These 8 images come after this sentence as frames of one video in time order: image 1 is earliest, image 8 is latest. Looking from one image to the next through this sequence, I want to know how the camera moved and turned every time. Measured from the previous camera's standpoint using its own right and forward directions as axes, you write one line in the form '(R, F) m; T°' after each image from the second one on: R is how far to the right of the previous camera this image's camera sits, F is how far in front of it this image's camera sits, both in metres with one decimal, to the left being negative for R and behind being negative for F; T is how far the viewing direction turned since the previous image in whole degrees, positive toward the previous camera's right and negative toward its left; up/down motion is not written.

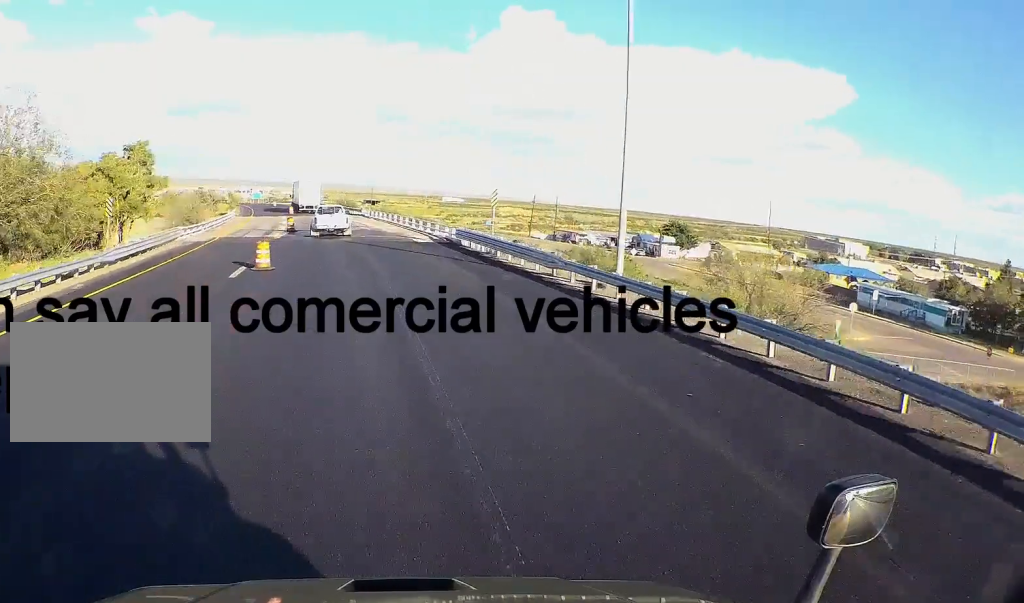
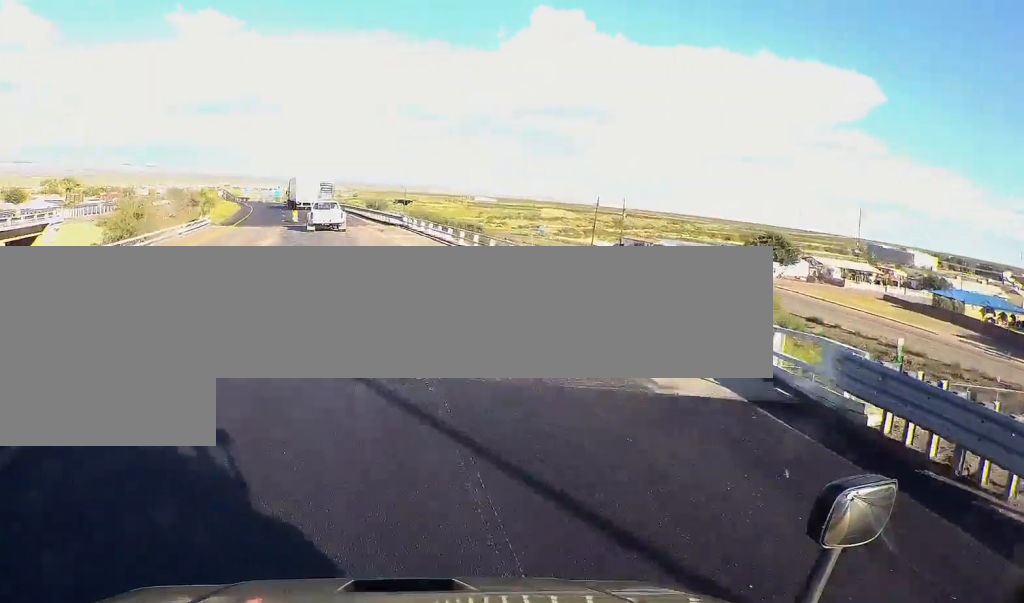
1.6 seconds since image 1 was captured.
(-1.0, +32.3) m; -4°
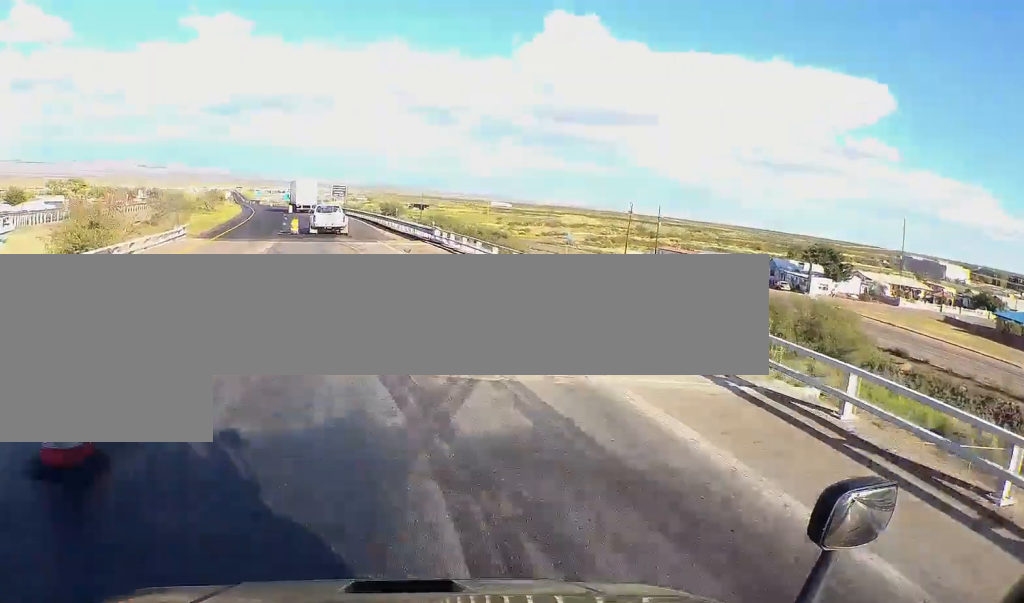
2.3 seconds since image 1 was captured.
(-0.1, +13.5) m; -1°
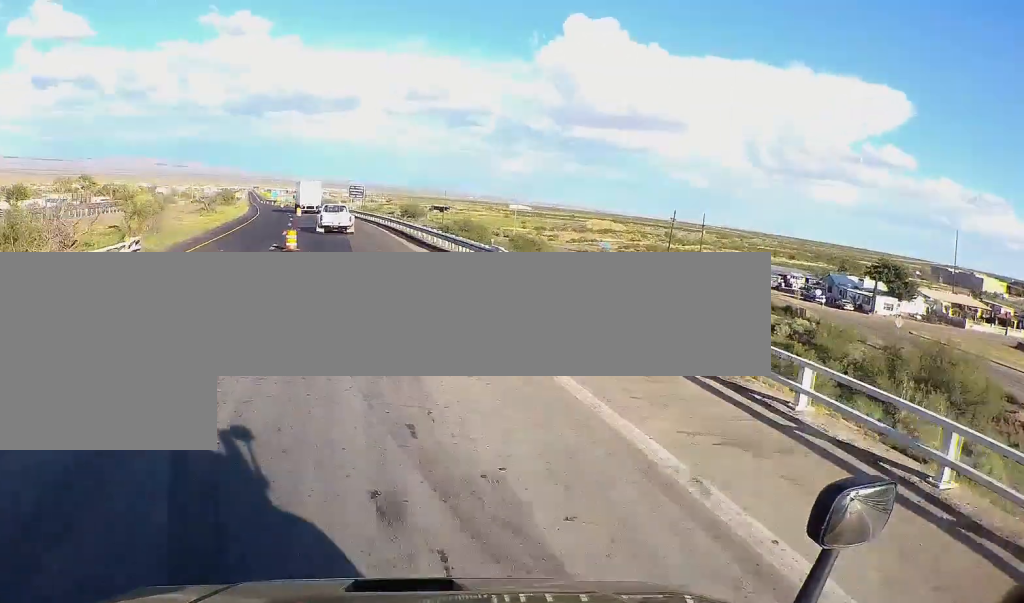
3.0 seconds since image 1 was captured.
(0.0, +14.1) m; 0°
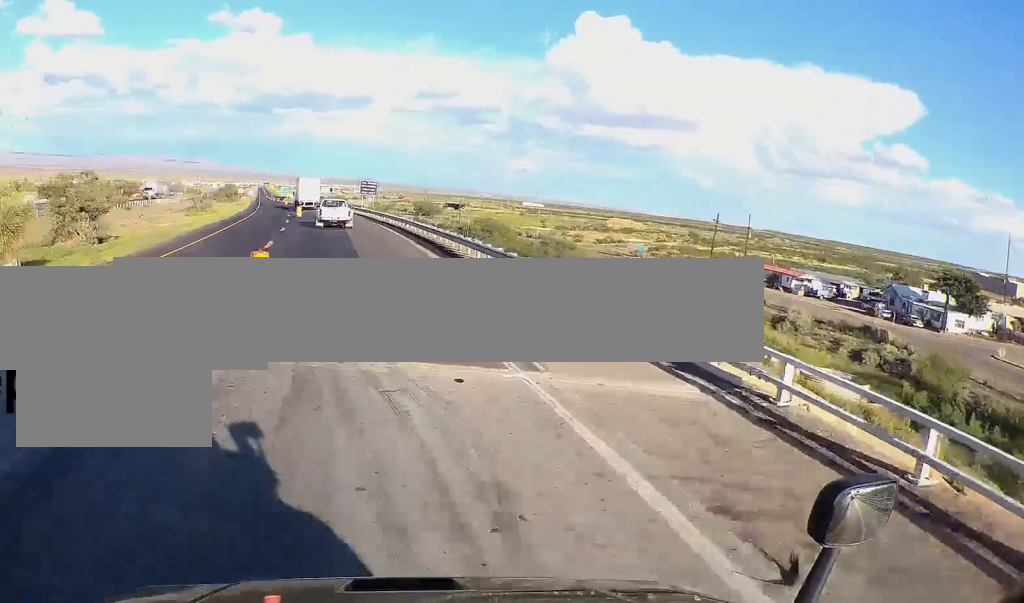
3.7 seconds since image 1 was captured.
(0.0, +14.8) m; 0°
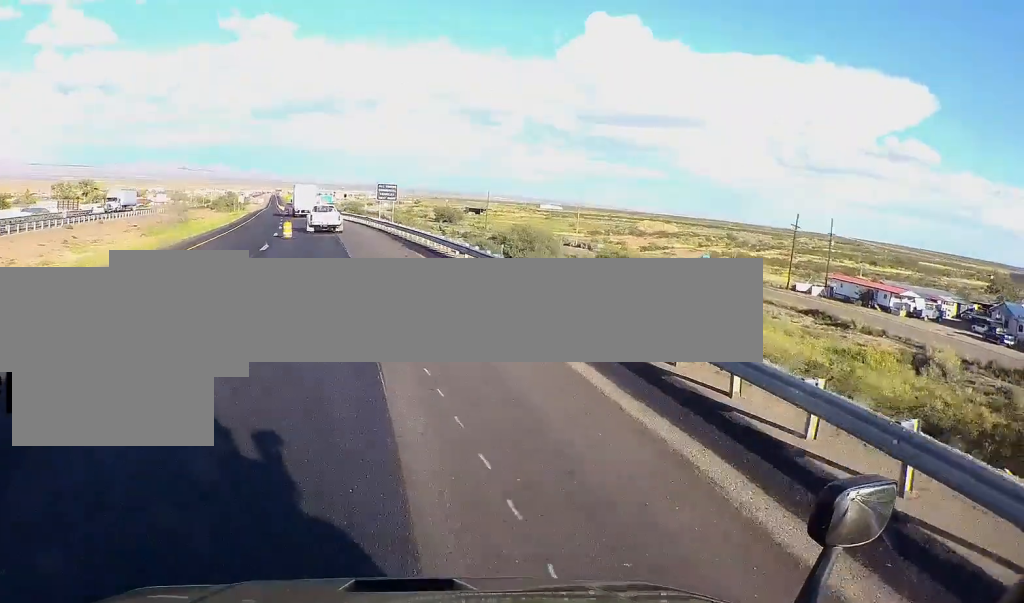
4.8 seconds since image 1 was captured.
(0.0, +22.9) m; -2°
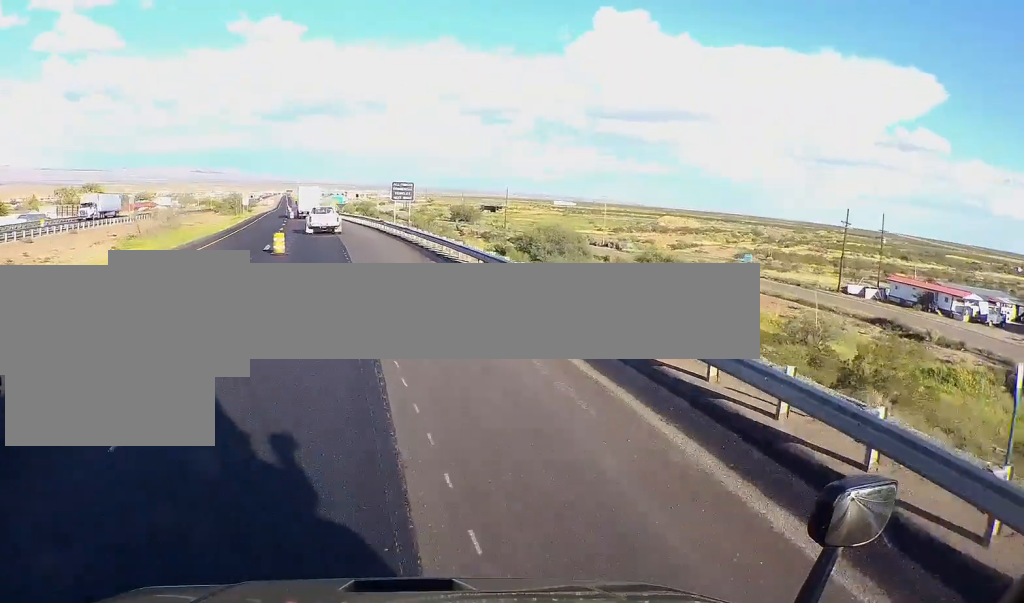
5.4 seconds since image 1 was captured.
(-0.4, +10.9) m; -1°
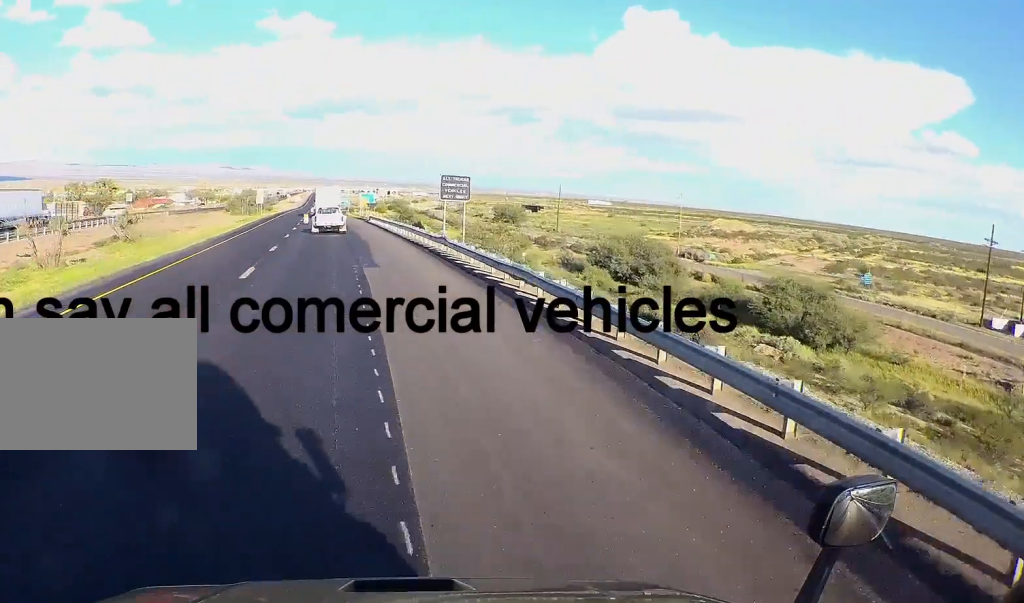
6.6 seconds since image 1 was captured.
(-0.5, +25.1) m; -1°
